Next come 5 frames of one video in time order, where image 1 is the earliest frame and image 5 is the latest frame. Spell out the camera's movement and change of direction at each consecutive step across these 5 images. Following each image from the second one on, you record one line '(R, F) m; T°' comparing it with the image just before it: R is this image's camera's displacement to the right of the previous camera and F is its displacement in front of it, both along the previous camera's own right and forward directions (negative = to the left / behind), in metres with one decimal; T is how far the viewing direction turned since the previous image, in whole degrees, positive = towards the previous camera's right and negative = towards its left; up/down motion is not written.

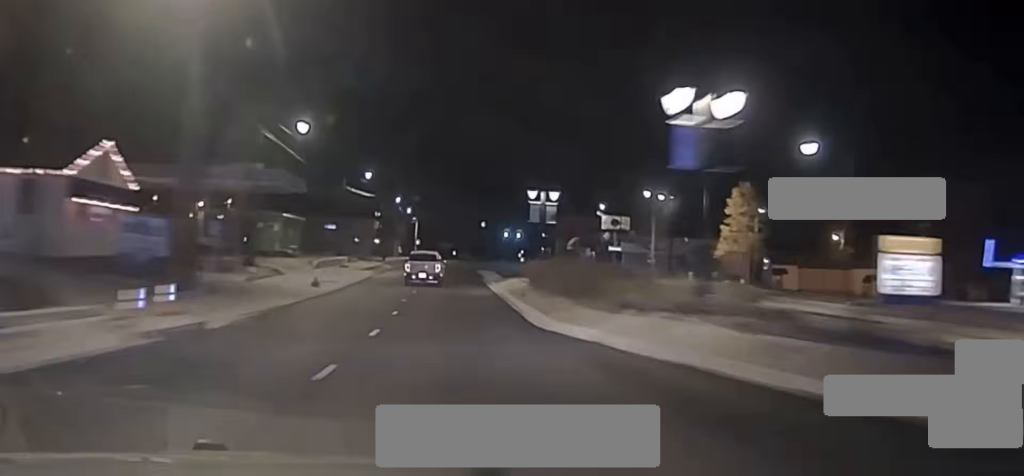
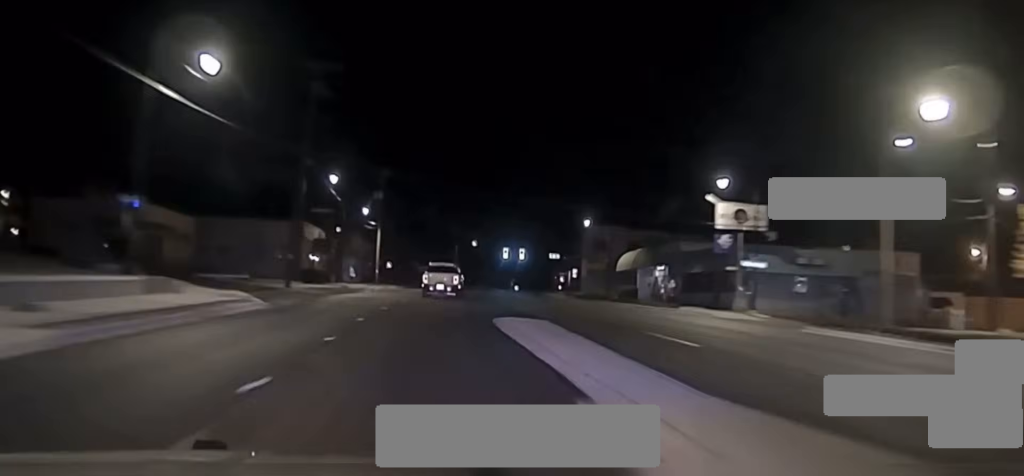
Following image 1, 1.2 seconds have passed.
(+0.7, +48.0) m; +3°
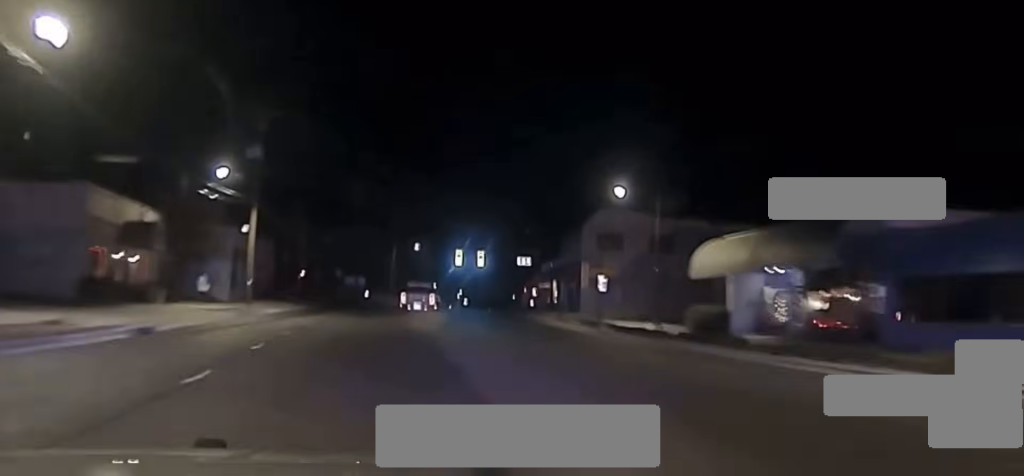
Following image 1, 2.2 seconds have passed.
(+0.9, +37.6) m; +3°
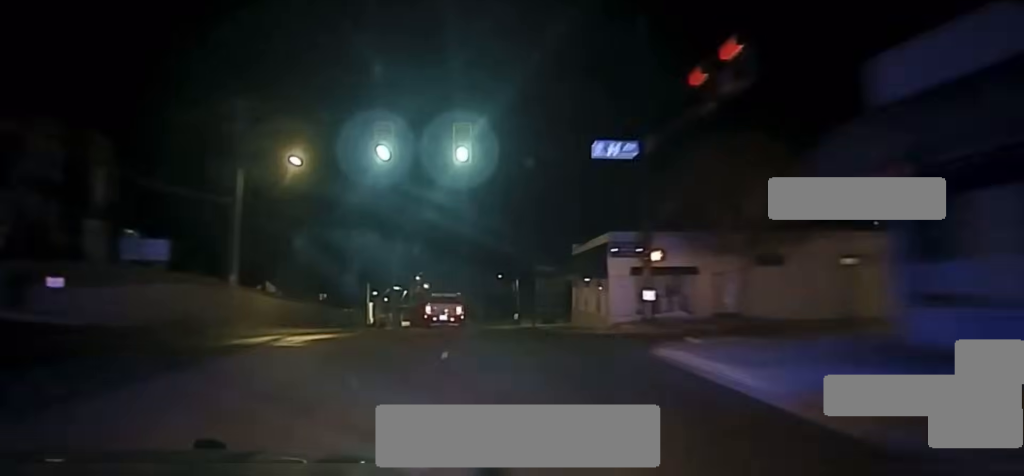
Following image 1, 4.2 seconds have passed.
(+2.4, +78.8) m; +2°
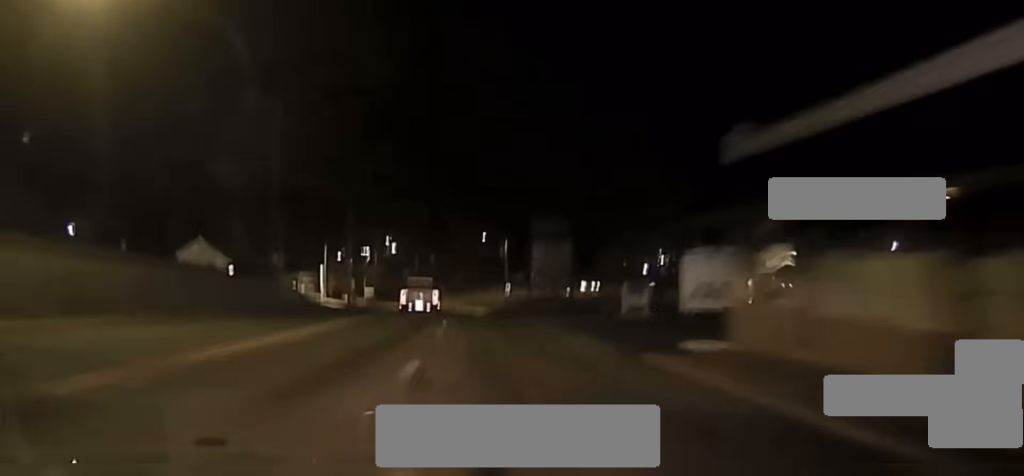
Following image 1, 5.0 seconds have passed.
(0.0, +31.3) m; 0°
